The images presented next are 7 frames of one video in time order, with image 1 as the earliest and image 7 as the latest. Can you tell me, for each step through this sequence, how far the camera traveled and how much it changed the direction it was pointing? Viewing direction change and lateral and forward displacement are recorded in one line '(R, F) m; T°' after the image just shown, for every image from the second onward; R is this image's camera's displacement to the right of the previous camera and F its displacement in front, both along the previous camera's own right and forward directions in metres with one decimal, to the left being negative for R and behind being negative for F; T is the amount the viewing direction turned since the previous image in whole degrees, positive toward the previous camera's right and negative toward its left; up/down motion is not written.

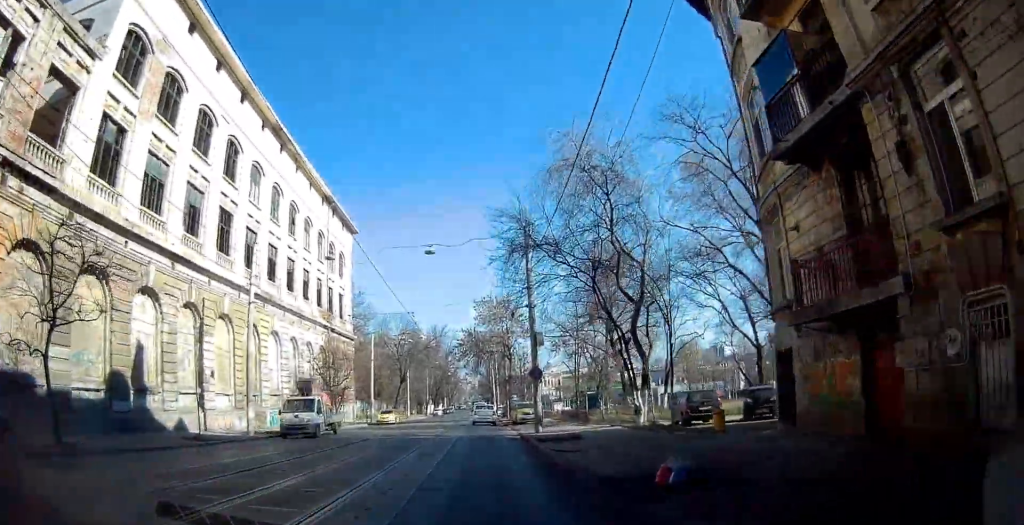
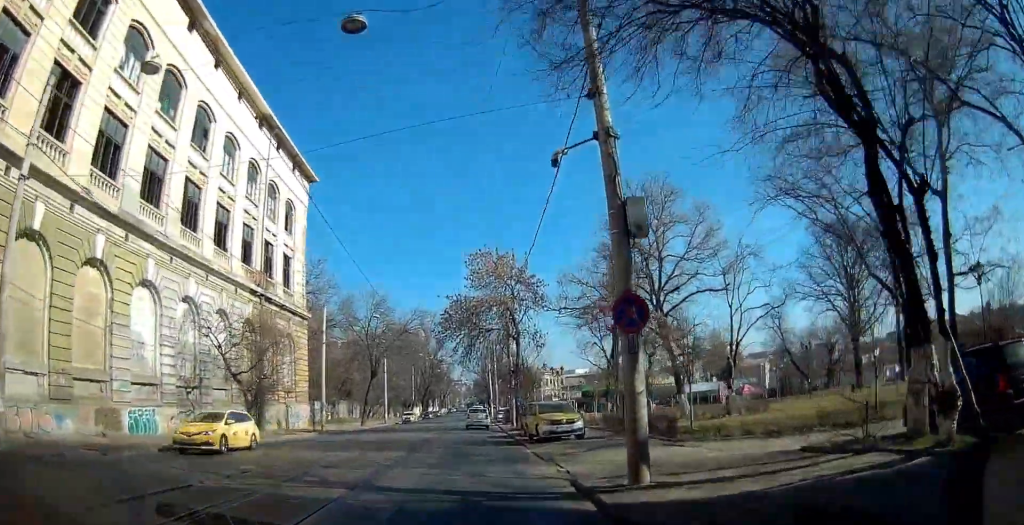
(-0.4, +17.0) m; -3°
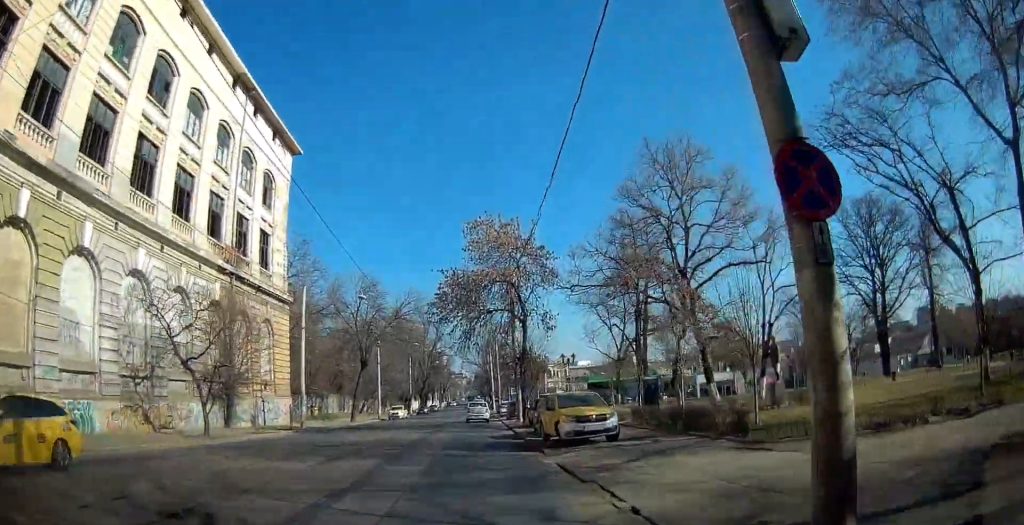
(-0.1, +5.3) m; -1°
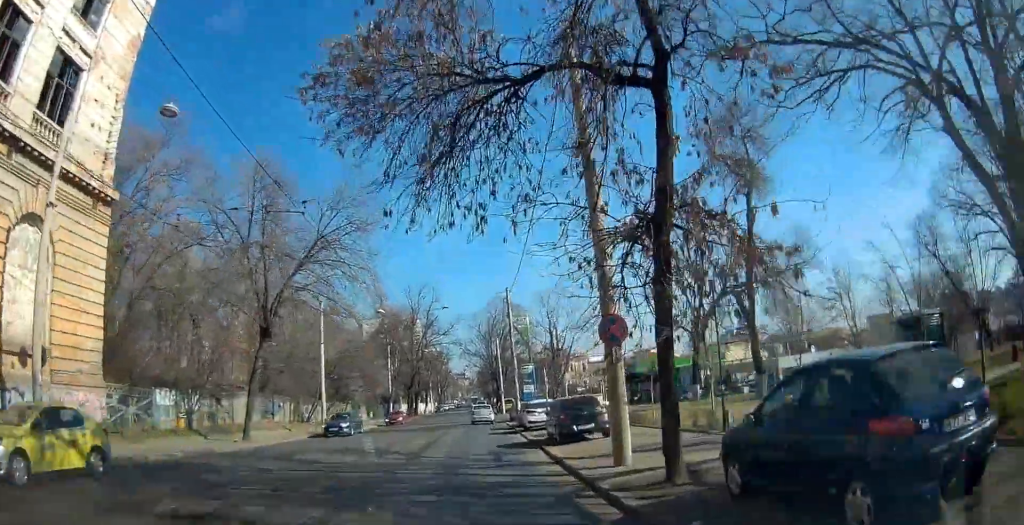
(+0.9, +25.1) m; +2°
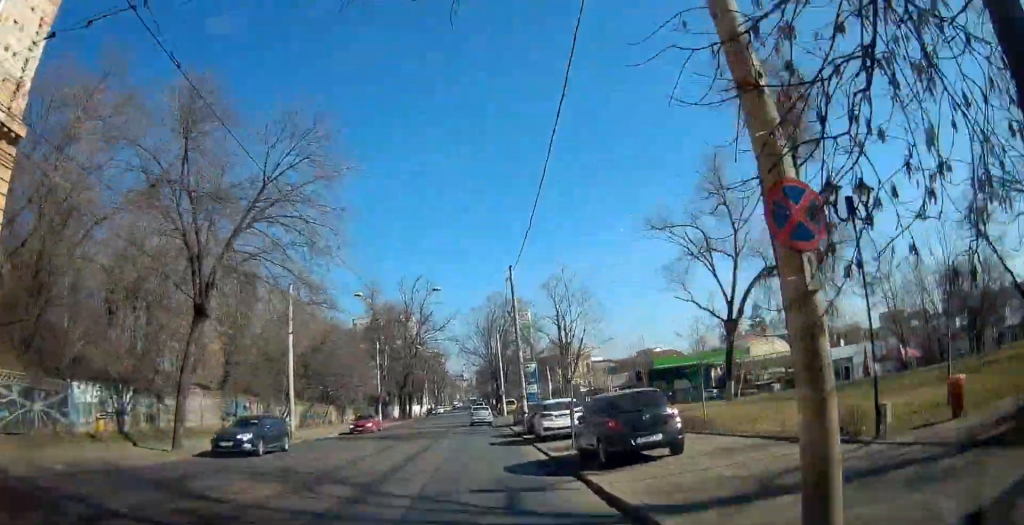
(-0.3, +6.9) m; -1°
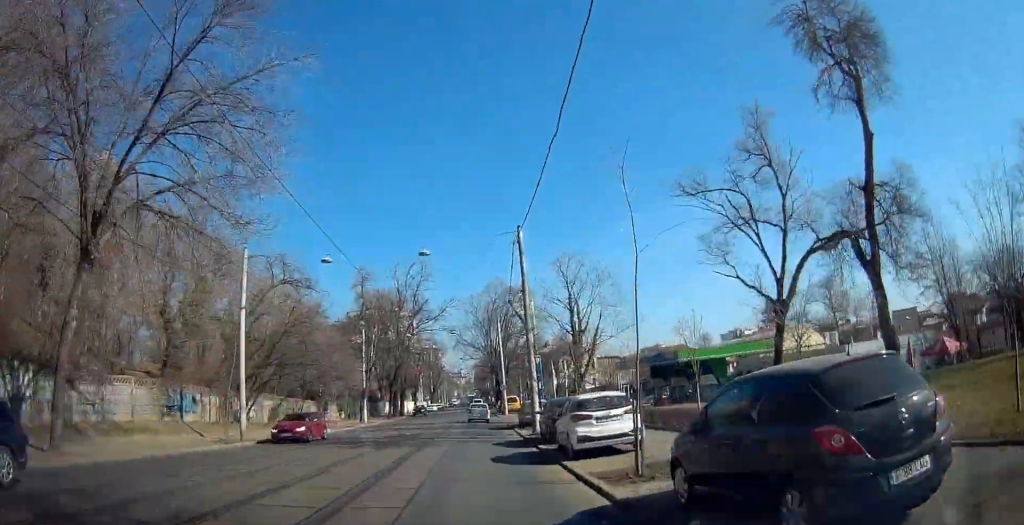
(-0.1, +7.4) m; 0°
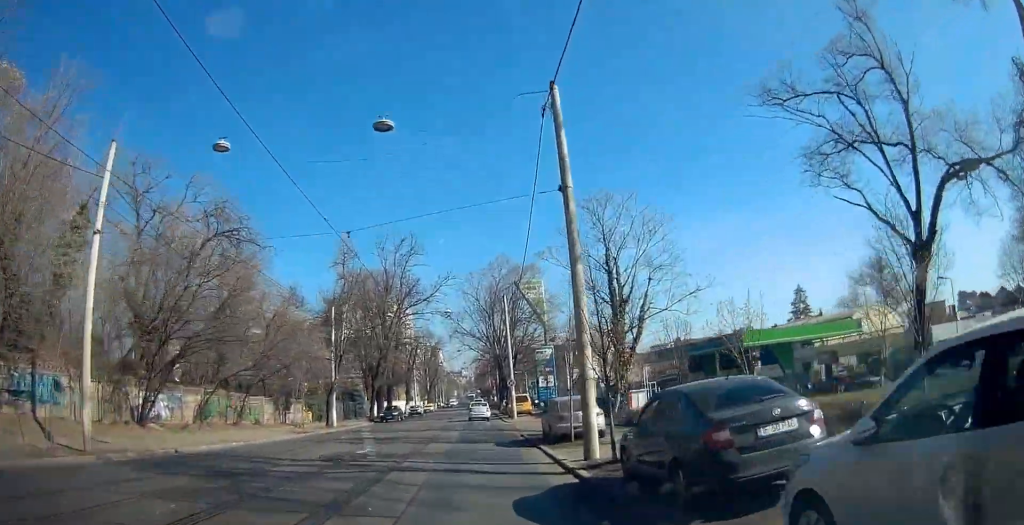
(+0.1, +12.7) m; +2°
